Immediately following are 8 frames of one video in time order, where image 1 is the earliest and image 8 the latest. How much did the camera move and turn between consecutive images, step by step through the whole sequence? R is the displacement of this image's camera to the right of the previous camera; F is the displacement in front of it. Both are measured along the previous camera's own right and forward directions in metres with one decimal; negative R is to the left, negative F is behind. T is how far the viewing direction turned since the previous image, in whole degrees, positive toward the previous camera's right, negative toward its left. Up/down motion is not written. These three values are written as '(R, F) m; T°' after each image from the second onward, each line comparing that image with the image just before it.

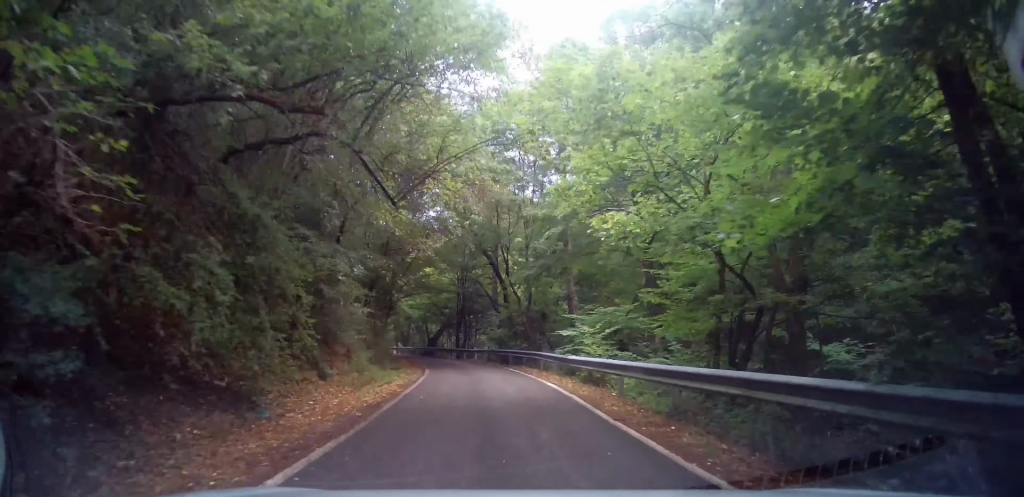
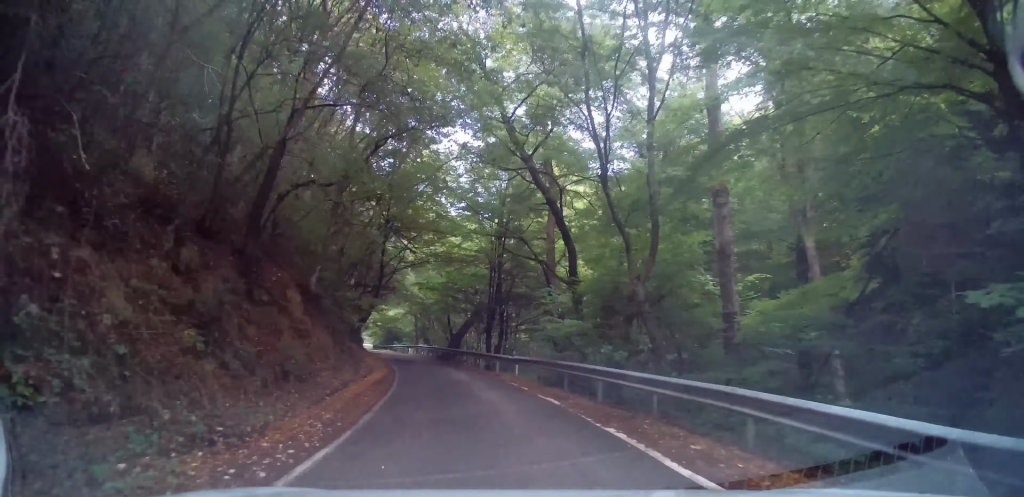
(-0.1, +16.8) m; -4°
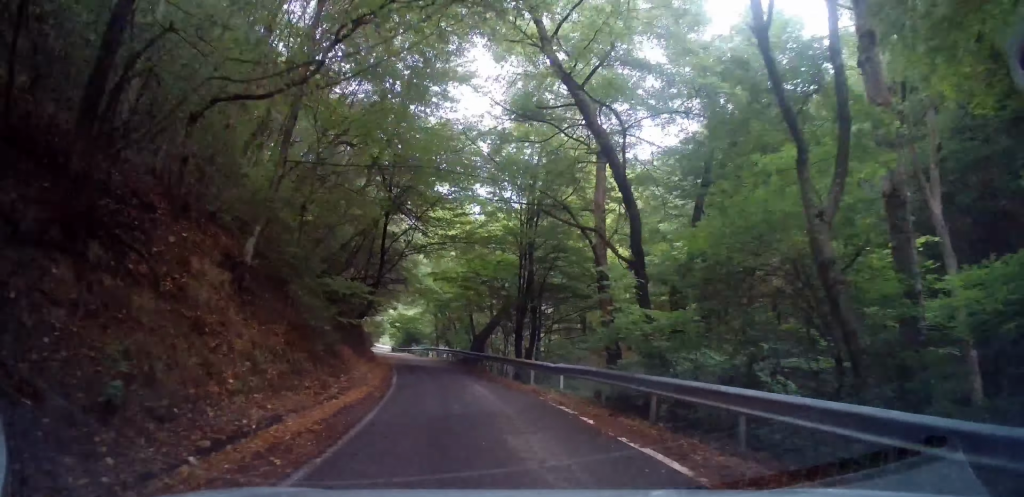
(-0.1, +5.9) m; -3°
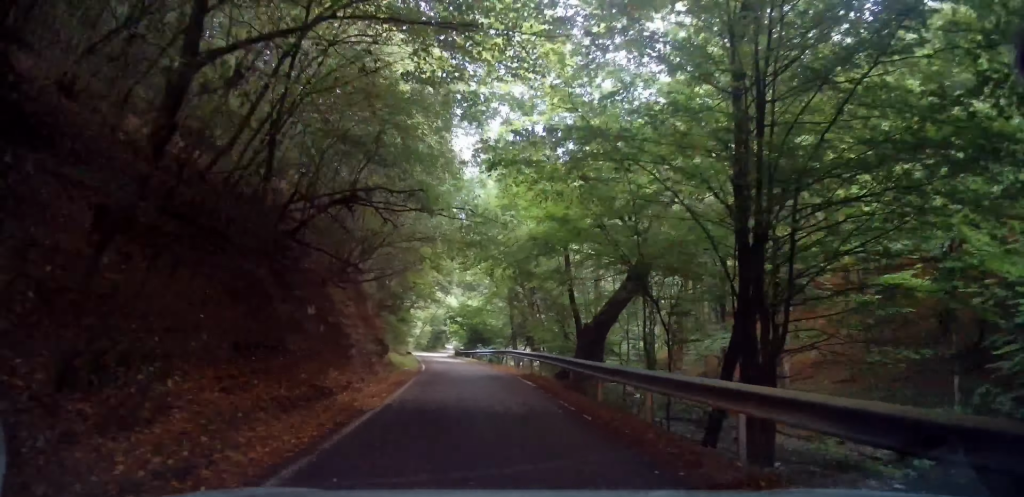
(-1.8, +17.3) m; -10°
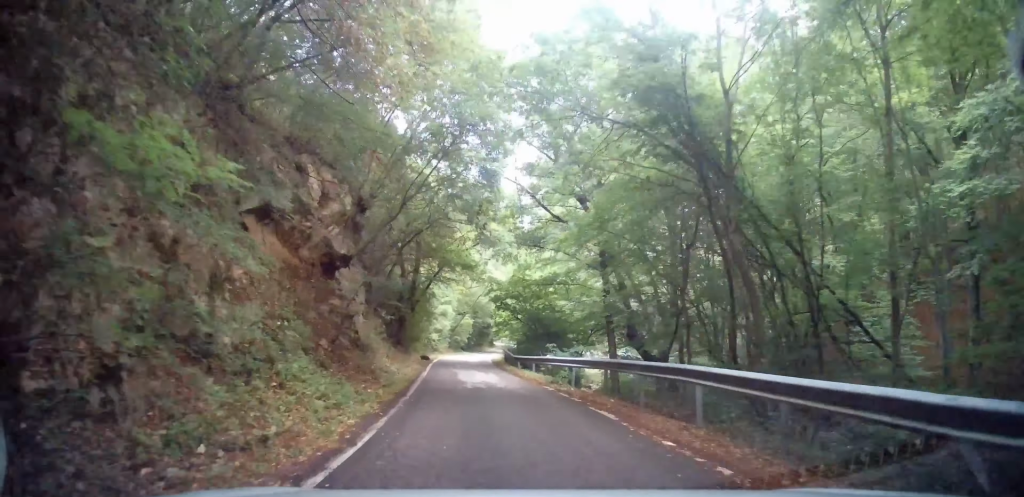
(-0.8, +19.0) m; -5°
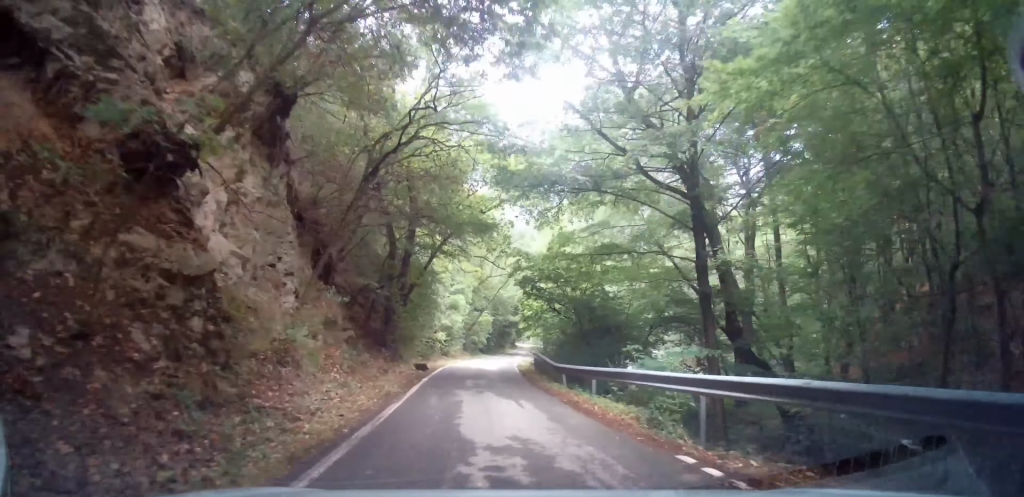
(-0.4, +8.8) m; -2°
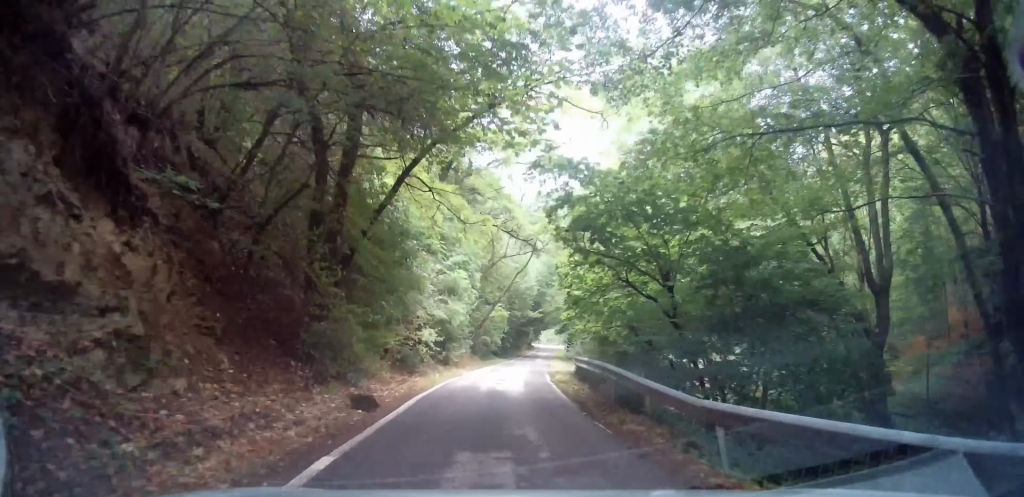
(0.0, +10.2) m; 0°
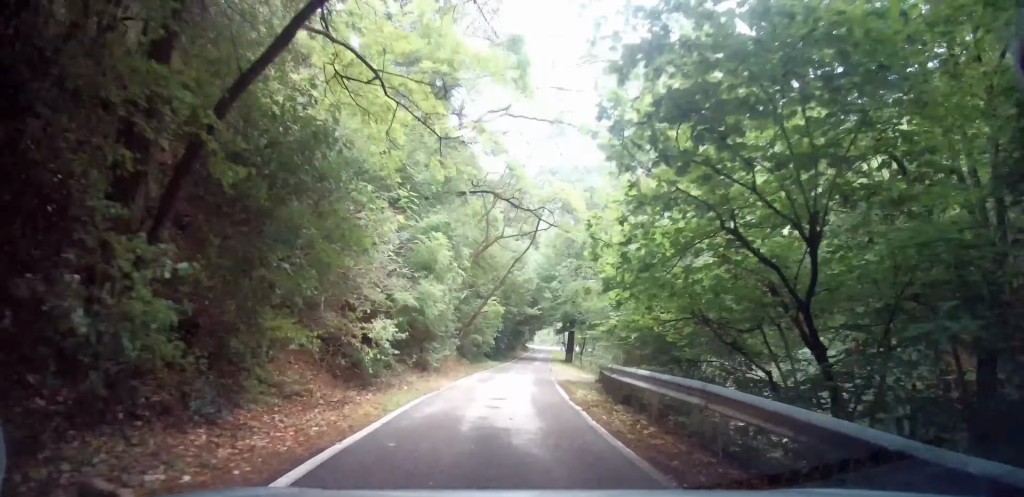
(0.0, +6.0) m; 0°
